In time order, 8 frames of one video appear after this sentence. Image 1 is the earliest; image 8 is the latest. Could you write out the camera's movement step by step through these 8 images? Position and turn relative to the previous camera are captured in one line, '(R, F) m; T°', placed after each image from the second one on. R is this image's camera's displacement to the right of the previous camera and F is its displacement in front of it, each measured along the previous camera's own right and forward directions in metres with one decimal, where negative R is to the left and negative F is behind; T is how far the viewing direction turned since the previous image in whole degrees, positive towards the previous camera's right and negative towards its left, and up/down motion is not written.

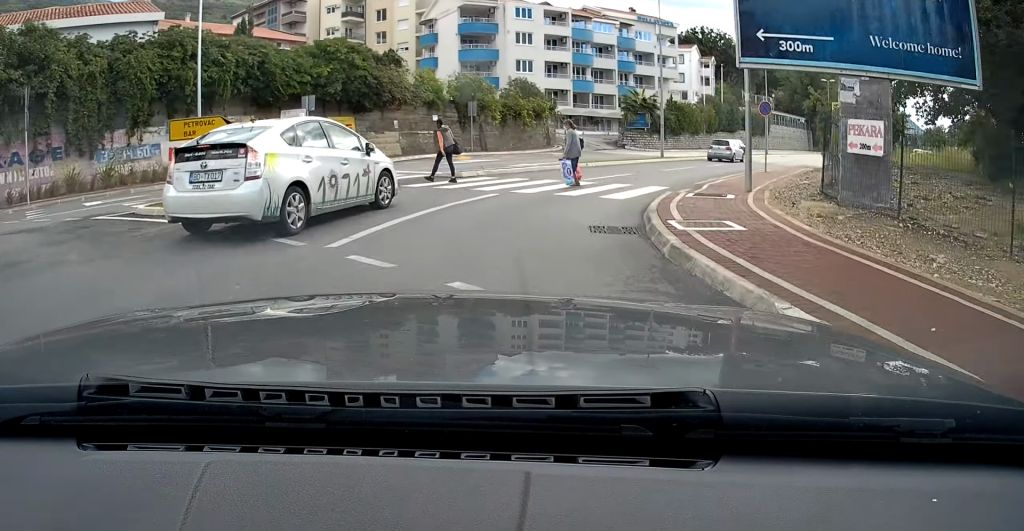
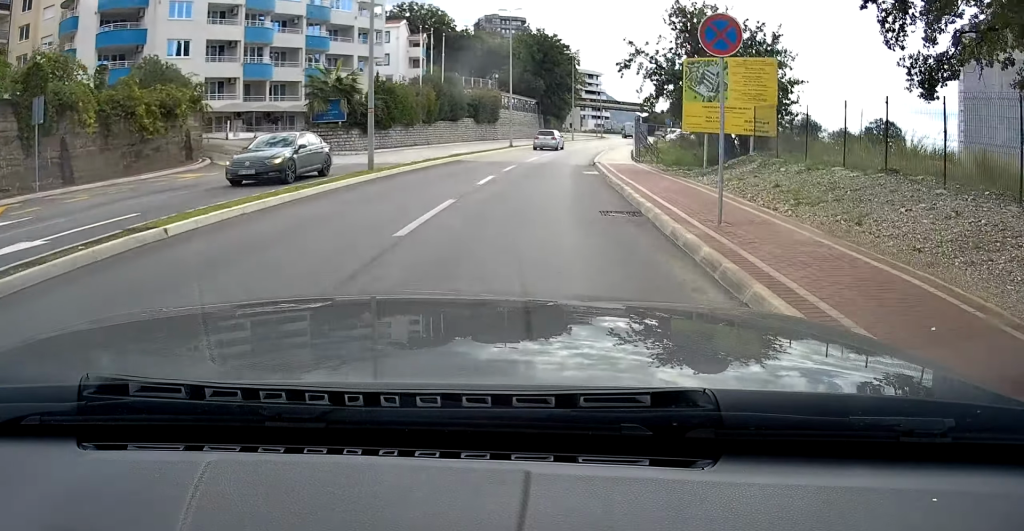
(-0.5, +20.7) m; +8°
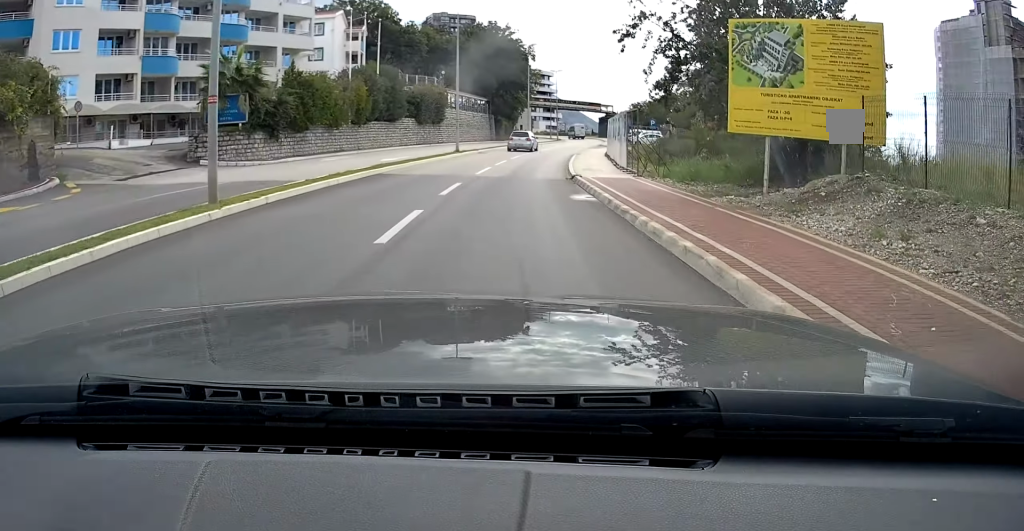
(+0.6, +8.3) m; +6°
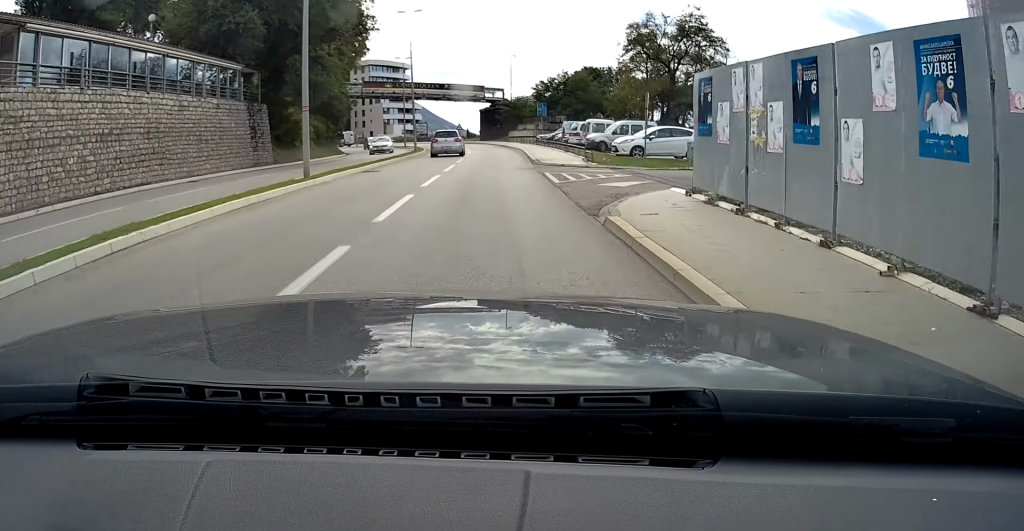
(+4.9, +44.8) m; +11°
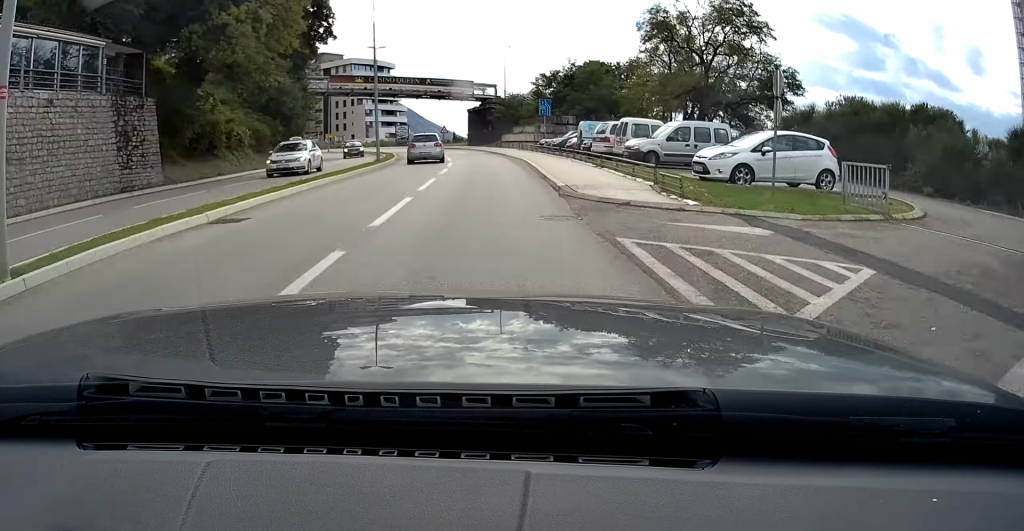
(+0.4, +11.6) m; 0°
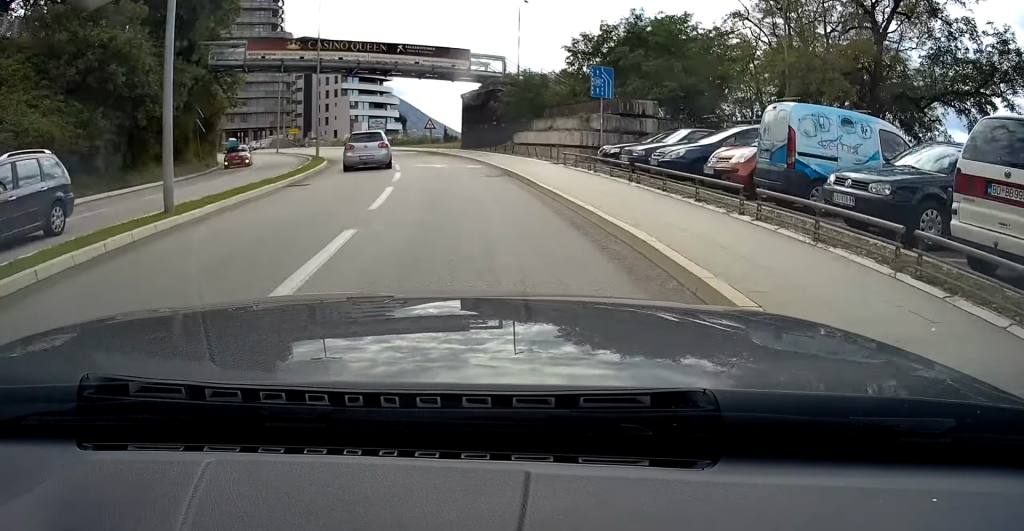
(+0.3, +21.5) m; -1°
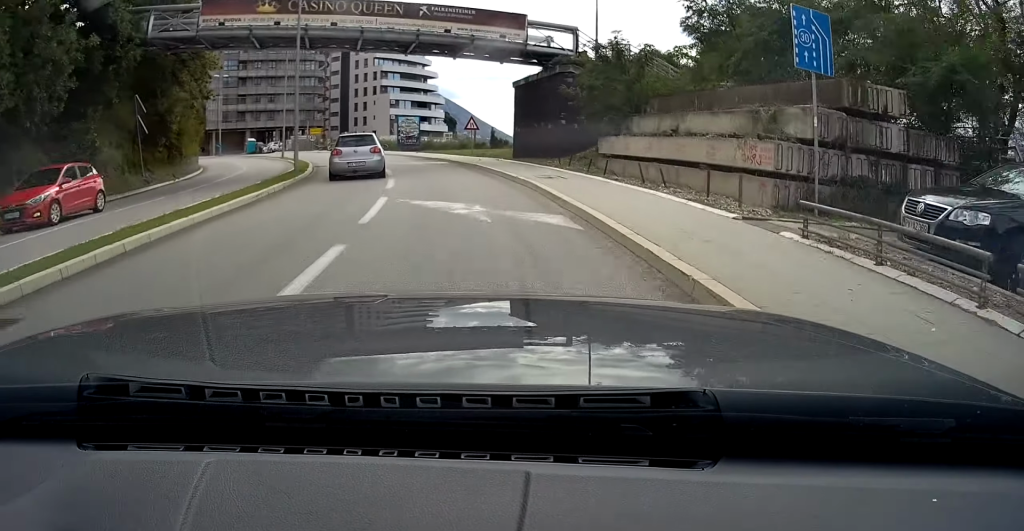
(+0.1, +13.1) m; -3°
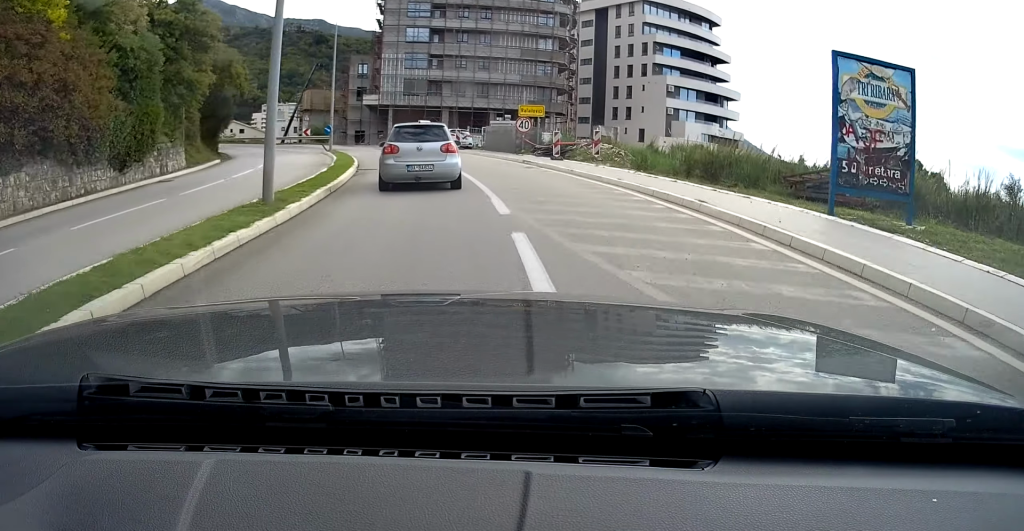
(-6.8, +43.4) m; -20°
